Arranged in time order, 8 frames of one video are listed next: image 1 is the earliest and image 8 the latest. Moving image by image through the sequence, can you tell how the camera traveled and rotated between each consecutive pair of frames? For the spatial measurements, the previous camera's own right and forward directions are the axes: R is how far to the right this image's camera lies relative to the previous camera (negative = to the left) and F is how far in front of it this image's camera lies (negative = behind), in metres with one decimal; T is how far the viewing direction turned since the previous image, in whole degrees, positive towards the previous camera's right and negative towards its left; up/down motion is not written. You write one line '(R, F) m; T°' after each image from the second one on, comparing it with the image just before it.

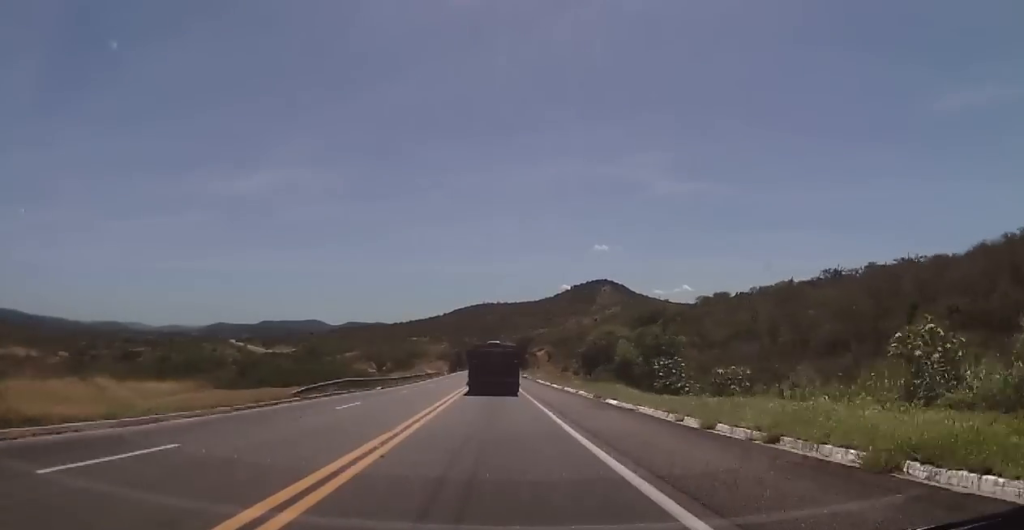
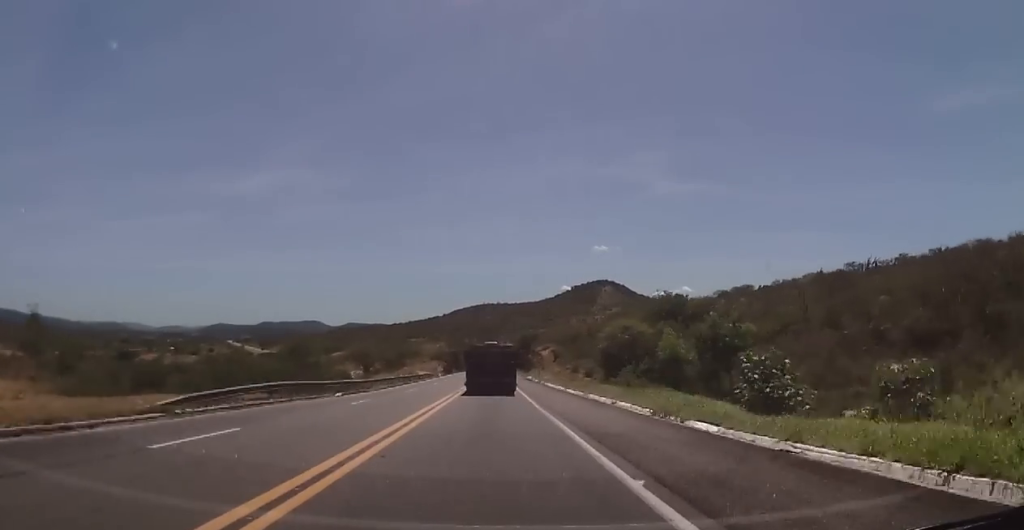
(-0.2, +12.9) m; -1°
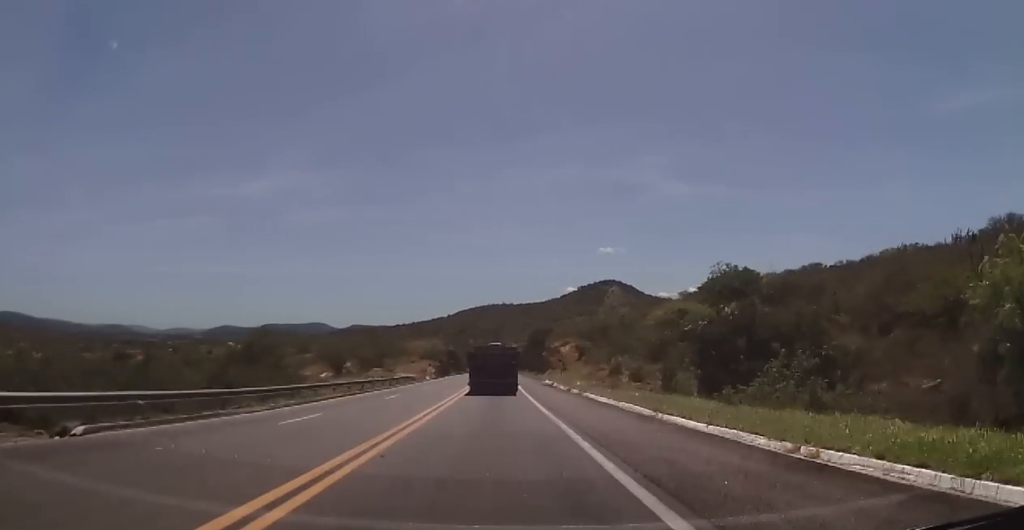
(-0.1, +25.6) m; +1°
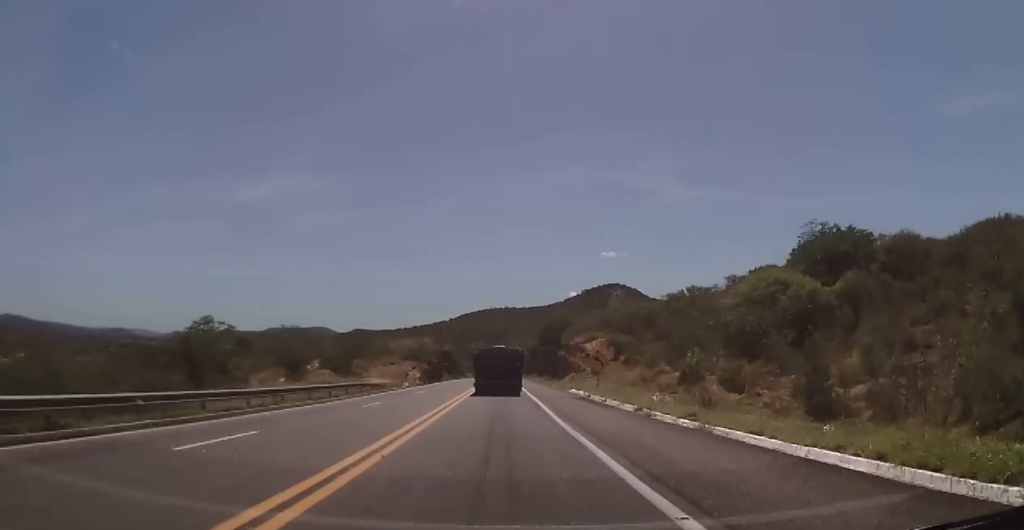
(+0.6, +21.8) m; 0°
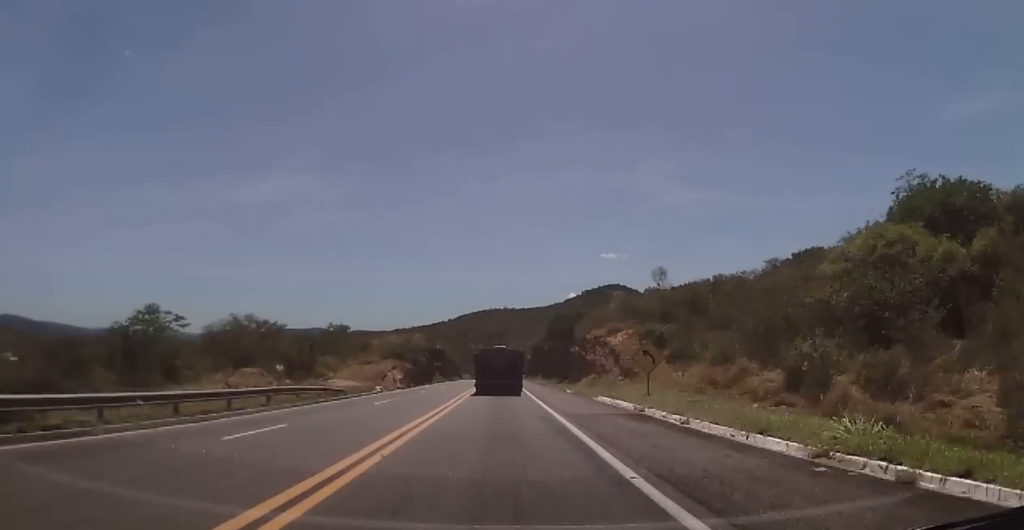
(-0.4, +13.6) m; -1°
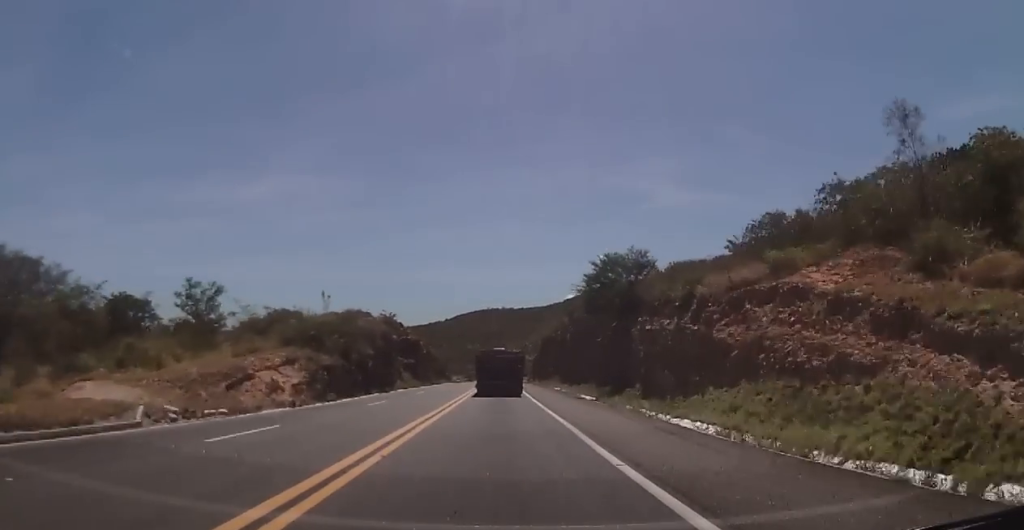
(-0.2, +32.3) m; +1°
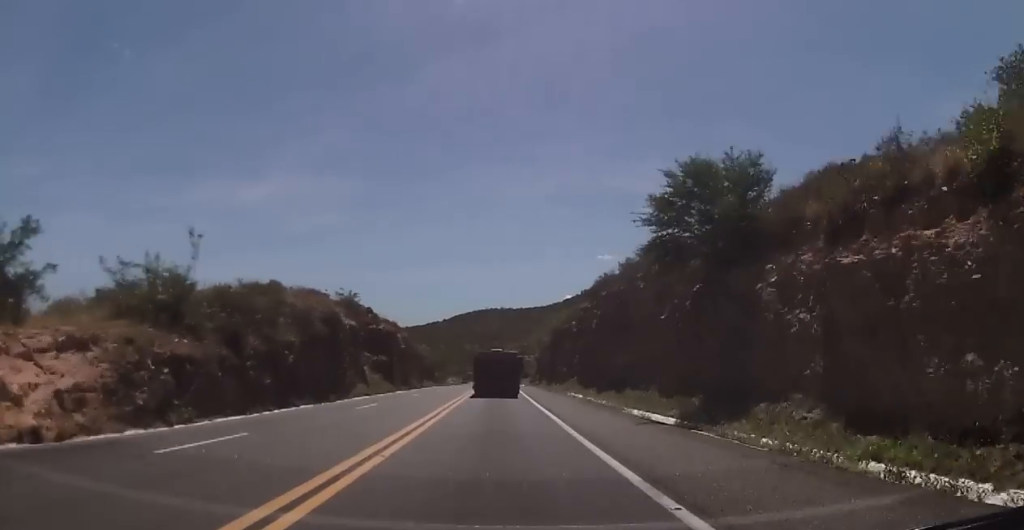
(+0.5, +17.9) m; 0°
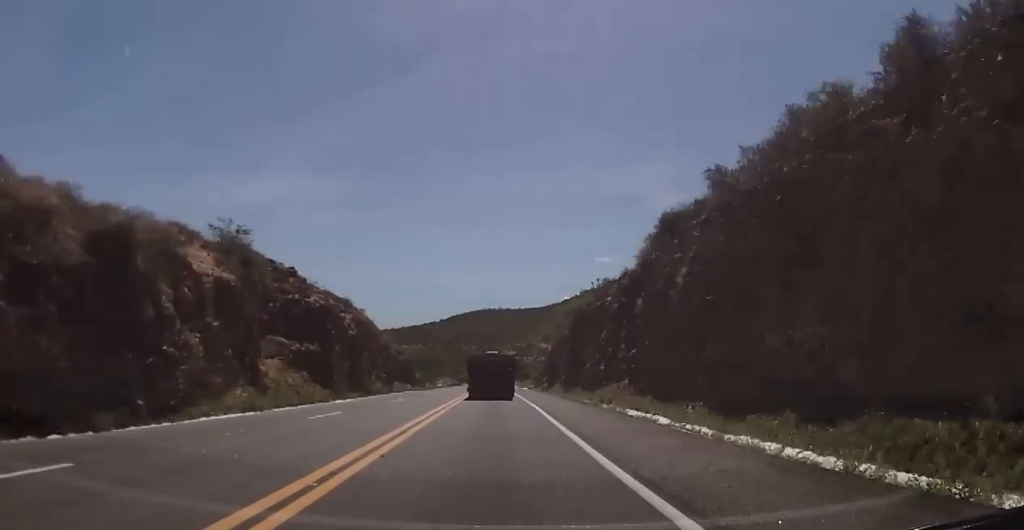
(-0.6, +22.0) m; -1°
